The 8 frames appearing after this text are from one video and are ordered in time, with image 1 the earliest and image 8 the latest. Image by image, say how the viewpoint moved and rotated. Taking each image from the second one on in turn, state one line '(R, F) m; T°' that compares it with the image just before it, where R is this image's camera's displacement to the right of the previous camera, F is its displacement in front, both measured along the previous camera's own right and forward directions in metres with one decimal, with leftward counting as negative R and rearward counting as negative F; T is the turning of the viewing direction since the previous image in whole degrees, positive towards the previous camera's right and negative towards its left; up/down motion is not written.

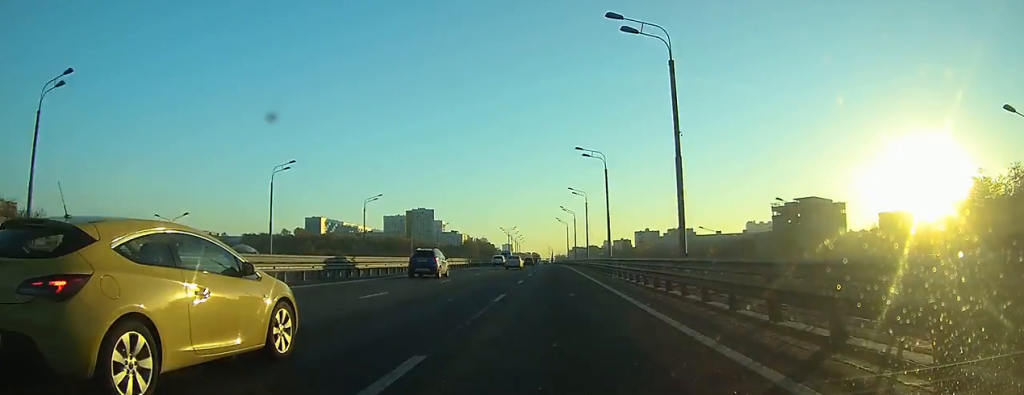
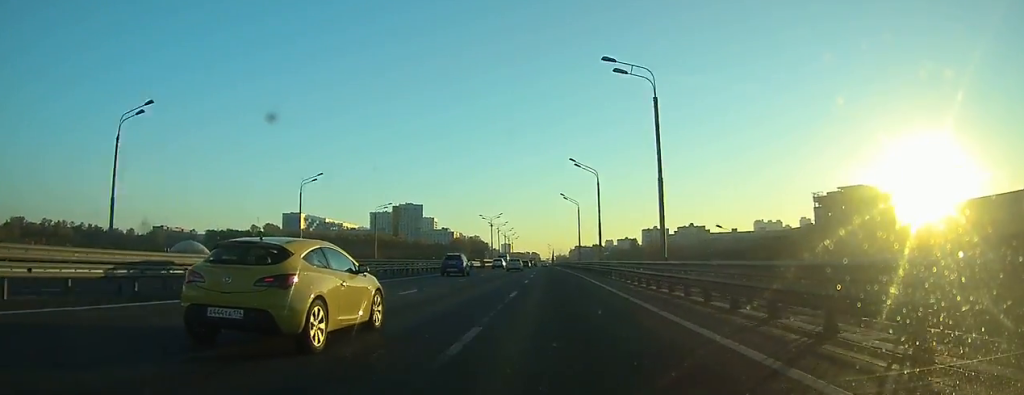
(-0.4, +52.7) m; 0°
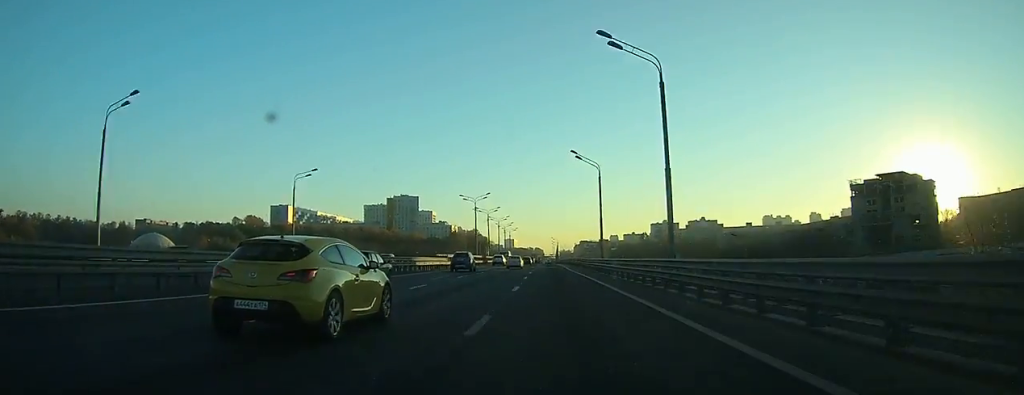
(0.0, +33.1) m; 0°
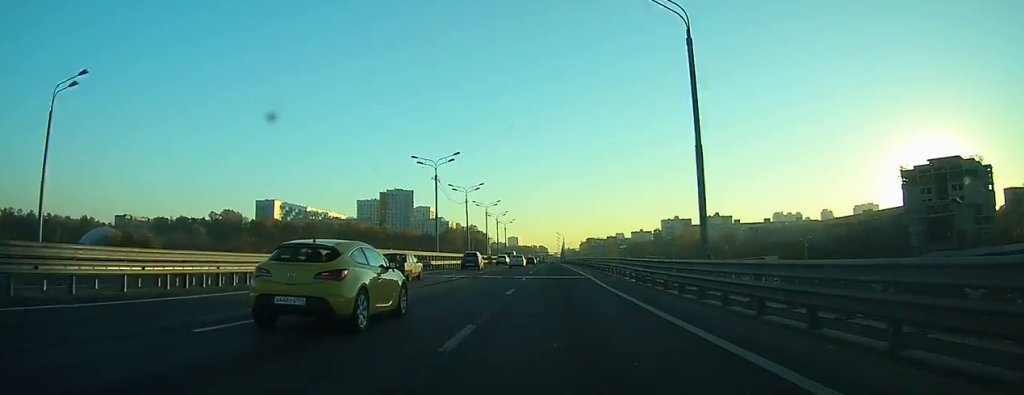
(0.0, +37.3) m; 0°
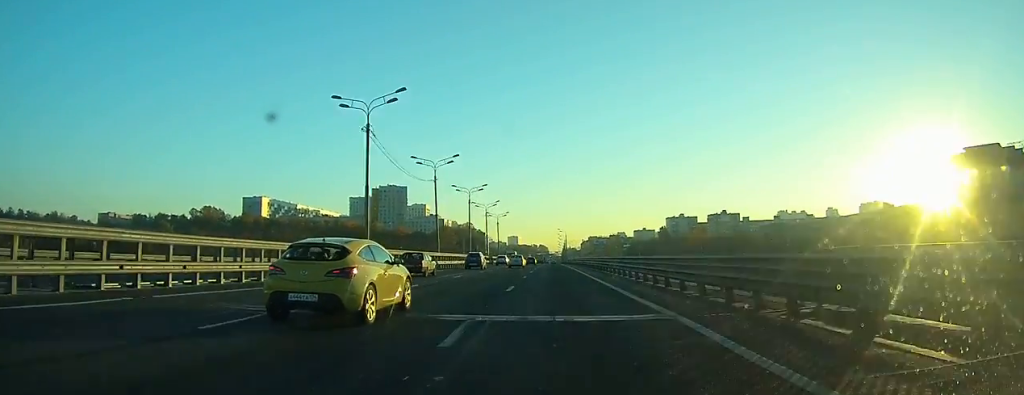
(0.0, +24.2) m; 0°
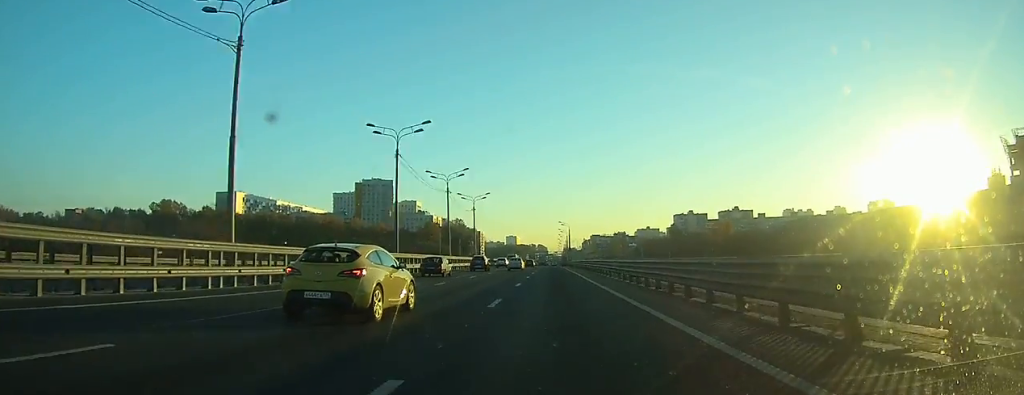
(0.0, +42.1) m; 0°
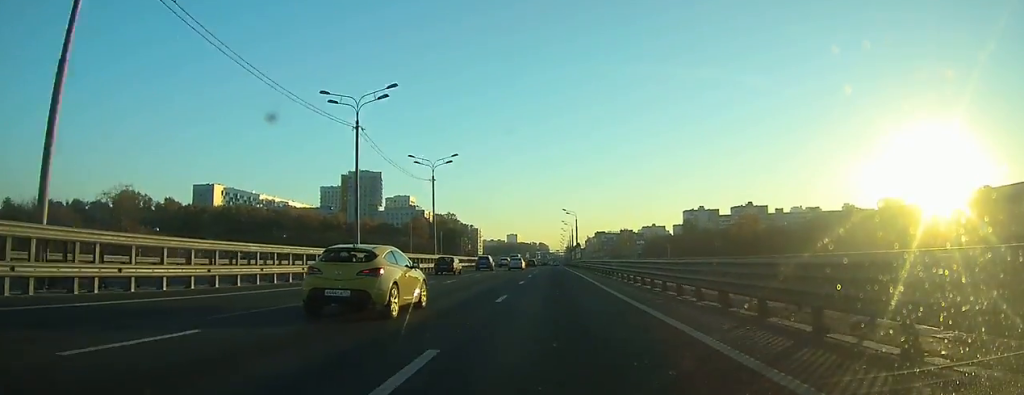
(0.0, +32.8) m; 0°
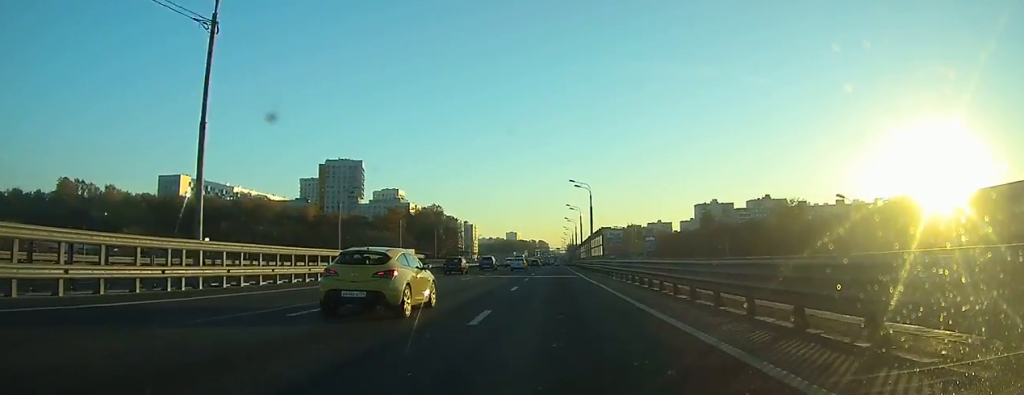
(-0.2, +40.0) m; 0°
